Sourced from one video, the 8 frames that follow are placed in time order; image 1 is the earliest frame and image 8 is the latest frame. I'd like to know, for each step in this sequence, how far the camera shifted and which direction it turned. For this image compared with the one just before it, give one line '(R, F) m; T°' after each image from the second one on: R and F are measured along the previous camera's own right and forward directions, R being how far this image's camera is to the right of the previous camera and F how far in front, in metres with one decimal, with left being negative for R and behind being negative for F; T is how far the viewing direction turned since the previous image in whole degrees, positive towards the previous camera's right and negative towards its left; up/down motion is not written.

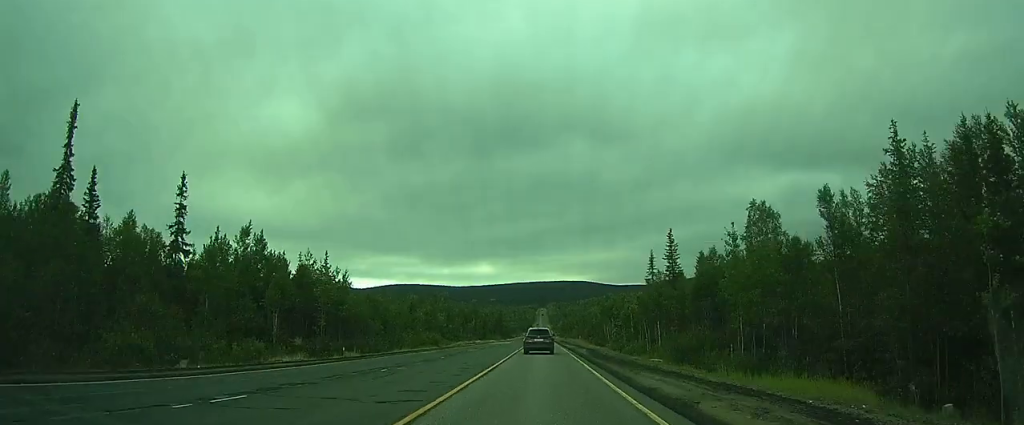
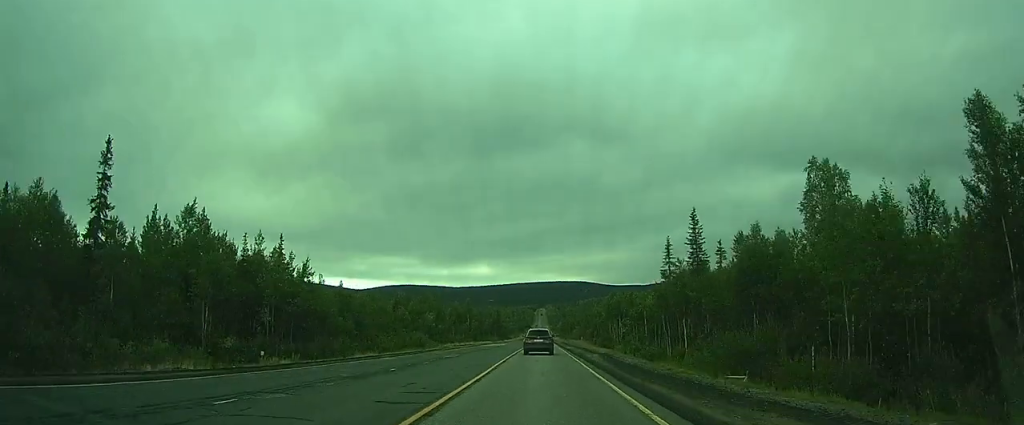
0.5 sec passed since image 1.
(0.0, +10.0) m; 0°
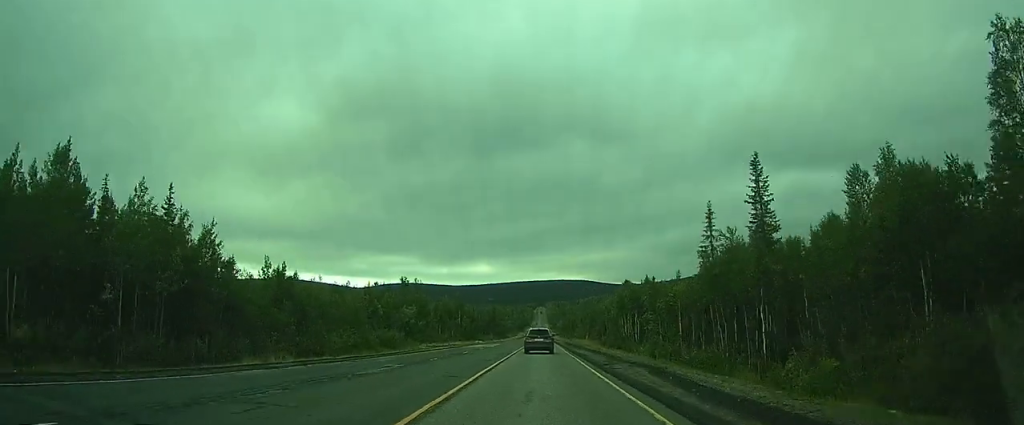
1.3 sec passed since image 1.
(0.0, +16.2) m; +1°
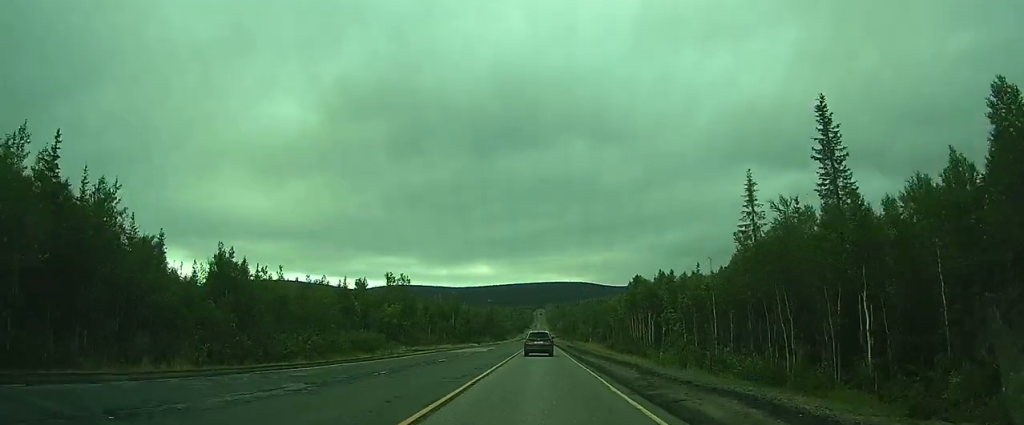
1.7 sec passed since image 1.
(0.0, +10.1) m; 0°
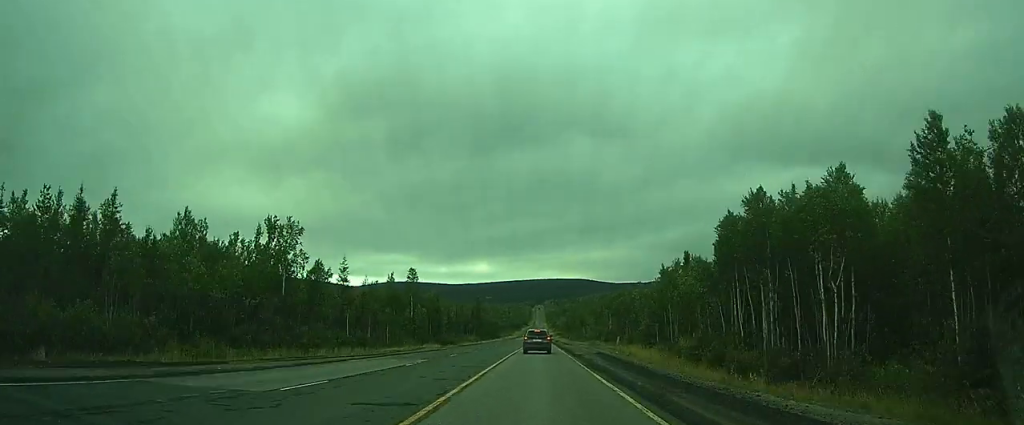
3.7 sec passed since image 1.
(+0.1, +44.8) m; 0°
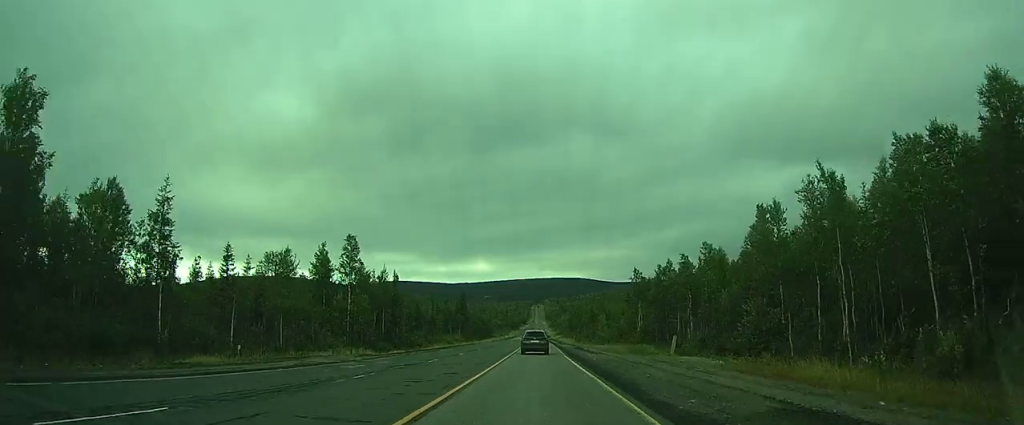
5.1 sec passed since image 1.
(+0.2, +33.3) m; +1°
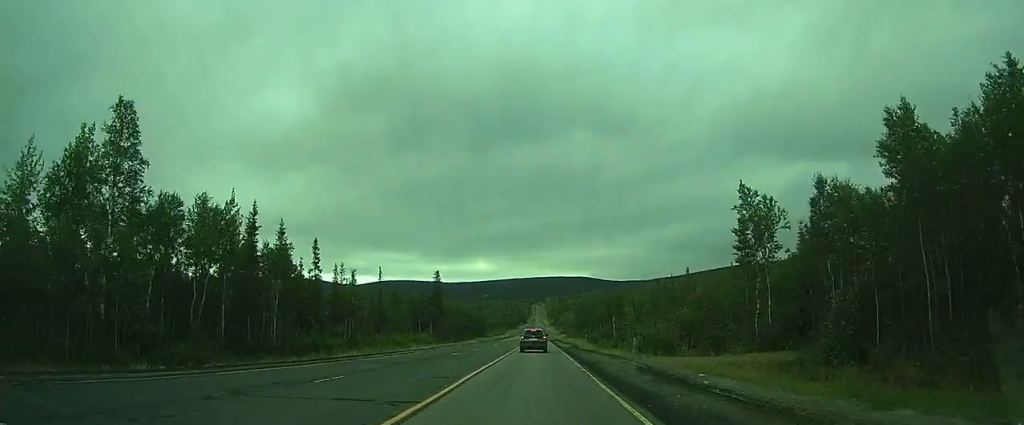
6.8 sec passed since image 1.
(+0.3, +41.2) m; 0°
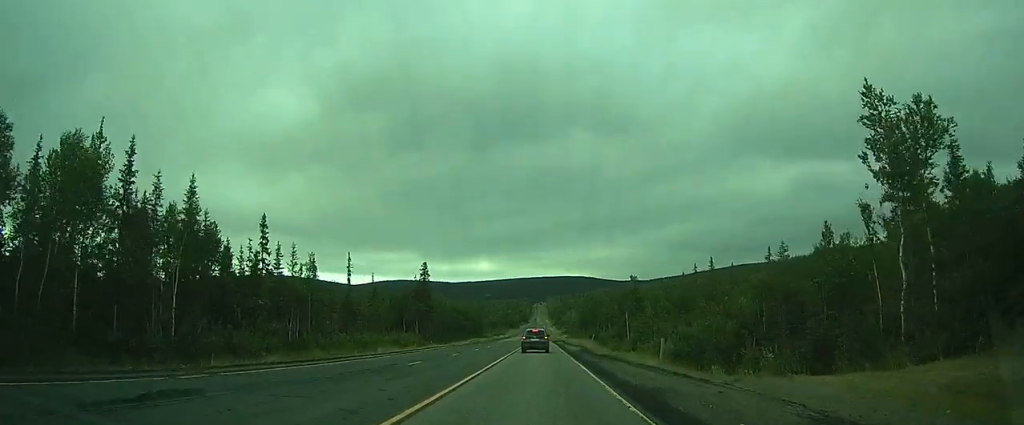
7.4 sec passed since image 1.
(-0.1, +13.9) m; 0°
